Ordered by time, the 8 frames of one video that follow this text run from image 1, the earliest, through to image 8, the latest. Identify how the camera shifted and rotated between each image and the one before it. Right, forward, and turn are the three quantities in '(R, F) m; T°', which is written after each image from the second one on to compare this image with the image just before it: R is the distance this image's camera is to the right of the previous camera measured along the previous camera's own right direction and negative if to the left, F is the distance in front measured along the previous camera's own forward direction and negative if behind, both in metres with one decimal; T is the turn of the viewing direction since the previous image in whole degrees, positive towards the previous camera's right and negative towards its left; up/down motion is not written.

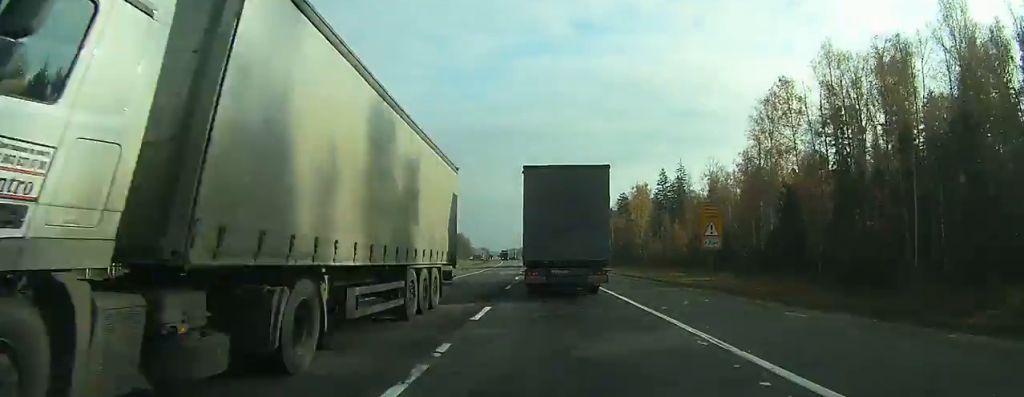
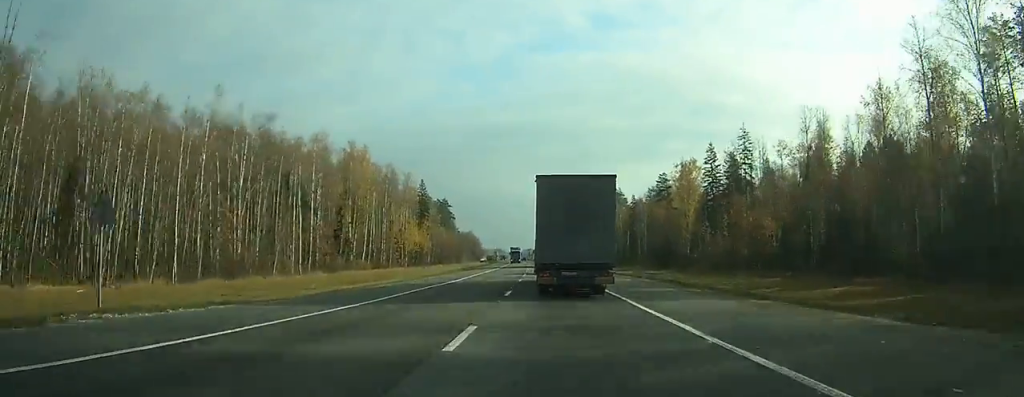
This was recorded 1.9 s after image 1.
(-0.6, +38.4) m; -1°
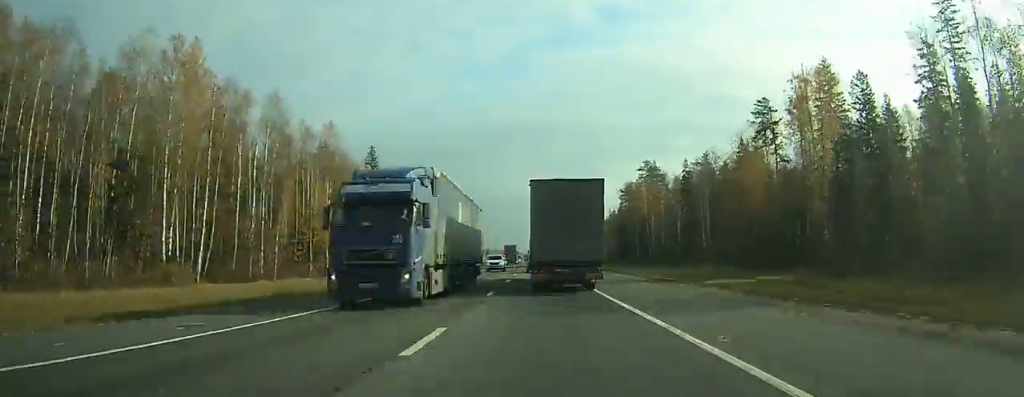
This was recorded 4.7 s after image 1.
(-0.4, +58.1) m; -1°
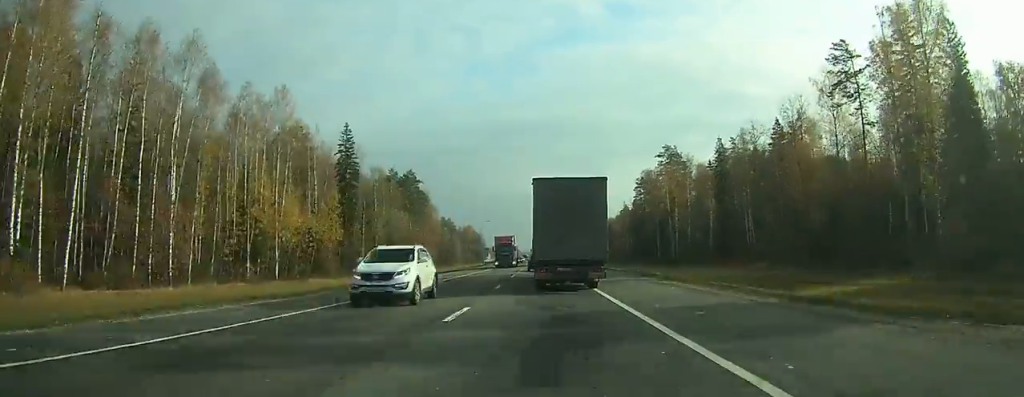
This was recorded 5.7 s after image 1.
(-0.1, +17.8) m; -1°
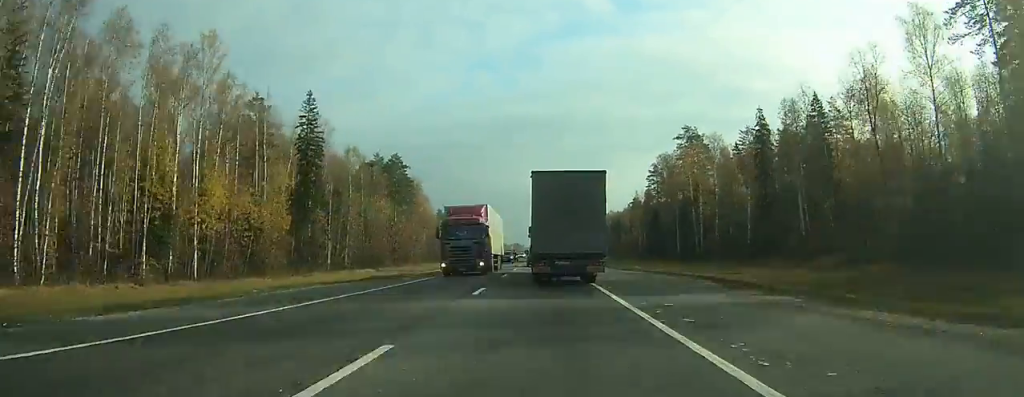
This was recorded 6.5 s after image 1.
(0.0, +16.5) m; -1°
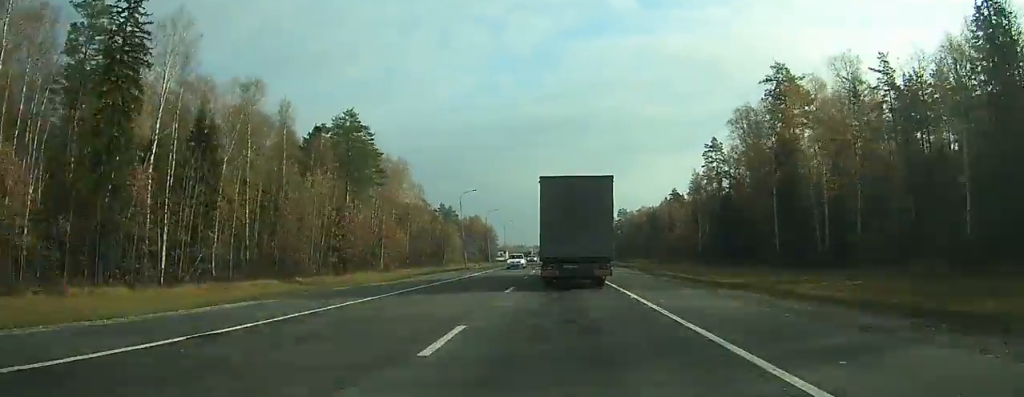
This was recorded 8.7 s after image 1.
(-0.5, +42.7) m; -1°
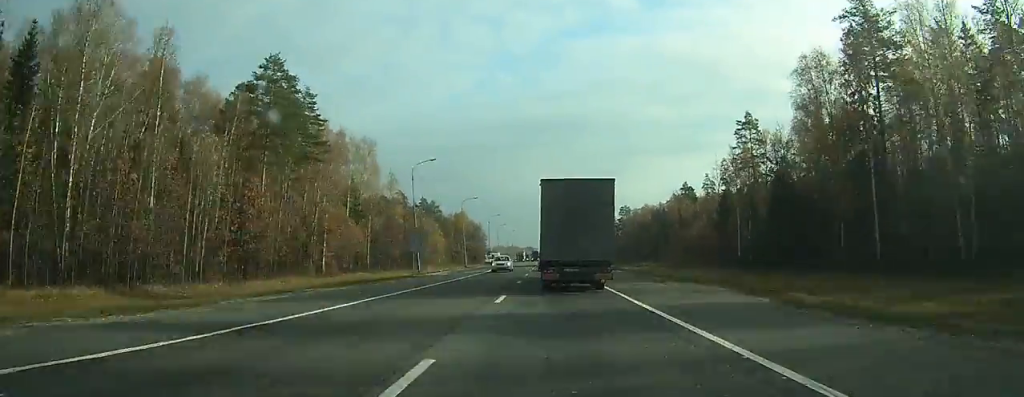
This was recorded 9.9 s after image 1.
(0.0, +27.1) m; 0°
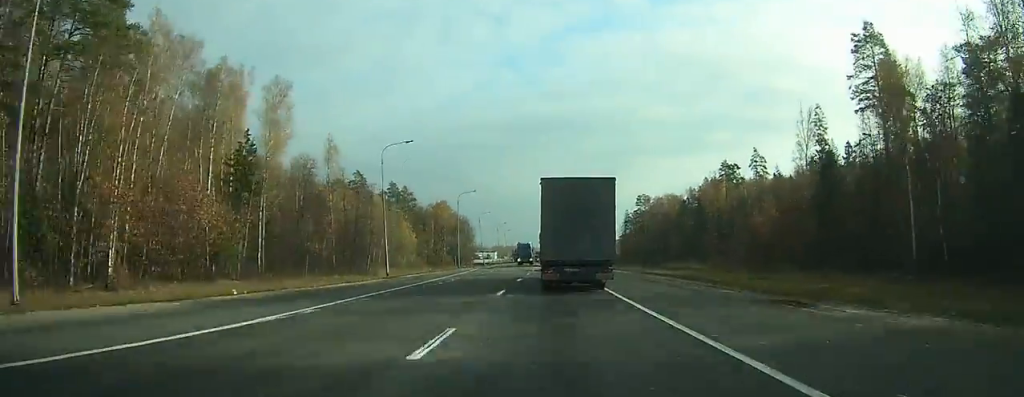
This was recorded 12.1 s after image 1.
(-0.1, +46.5) m; 0°
